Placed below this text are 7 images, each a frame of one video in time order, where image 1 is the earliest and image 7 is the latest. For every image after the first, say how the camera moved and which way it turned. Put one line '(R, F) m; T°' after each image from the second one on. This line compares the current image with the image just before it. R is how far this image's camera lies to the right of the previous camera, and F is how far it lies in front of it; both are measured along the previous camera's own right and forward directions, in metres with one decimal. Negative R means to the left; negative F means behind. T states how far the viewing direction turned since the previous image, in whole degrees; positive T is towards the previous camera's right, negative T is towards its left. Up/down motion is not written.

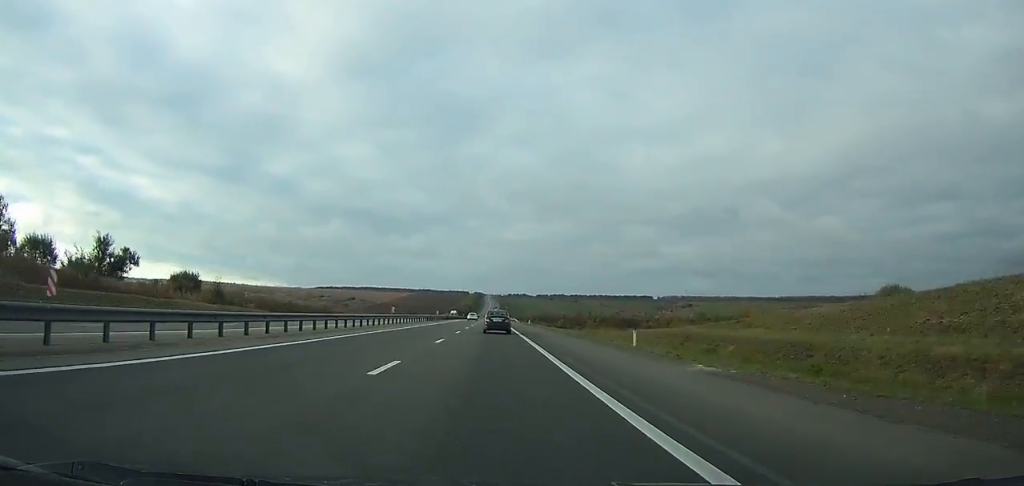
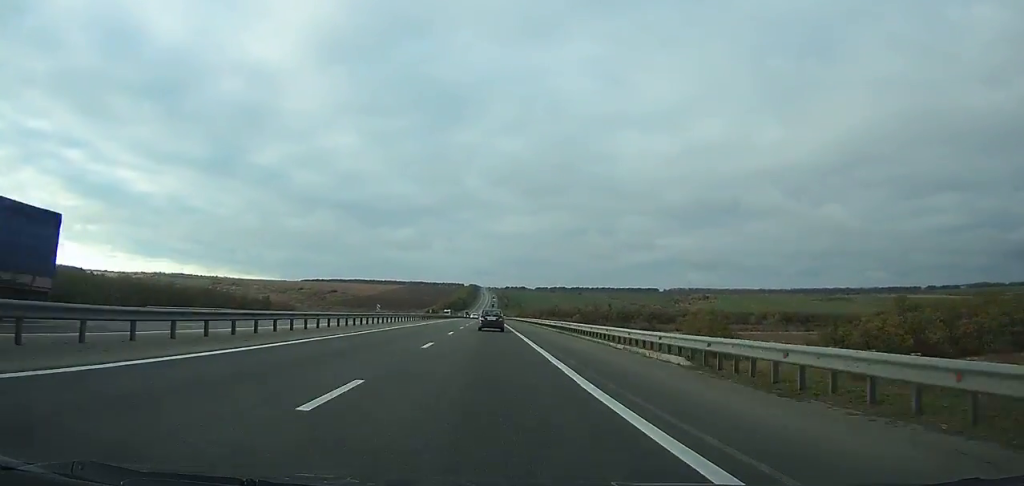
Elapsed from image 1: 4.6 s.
(+0.3, +124.1) m; 0°
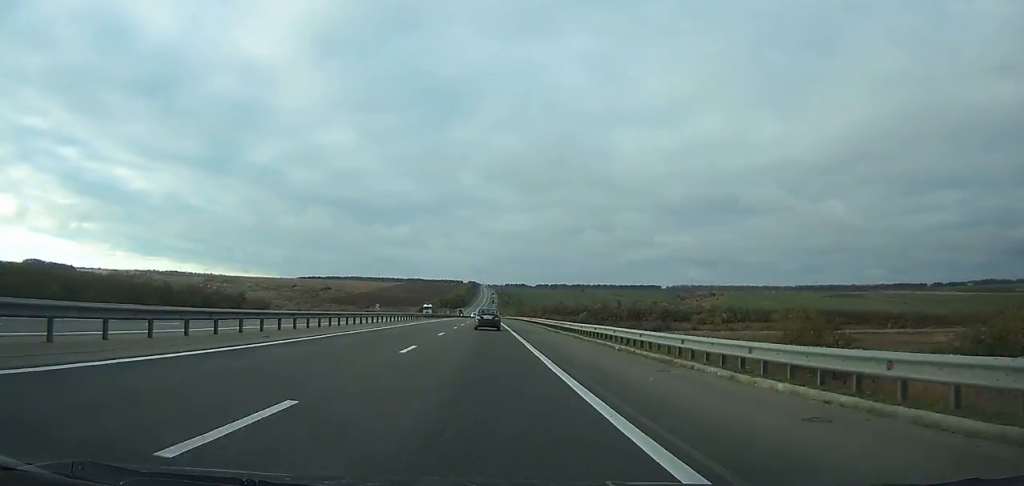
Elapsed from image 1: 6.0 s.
(-0.1, +38.5) m; 0°
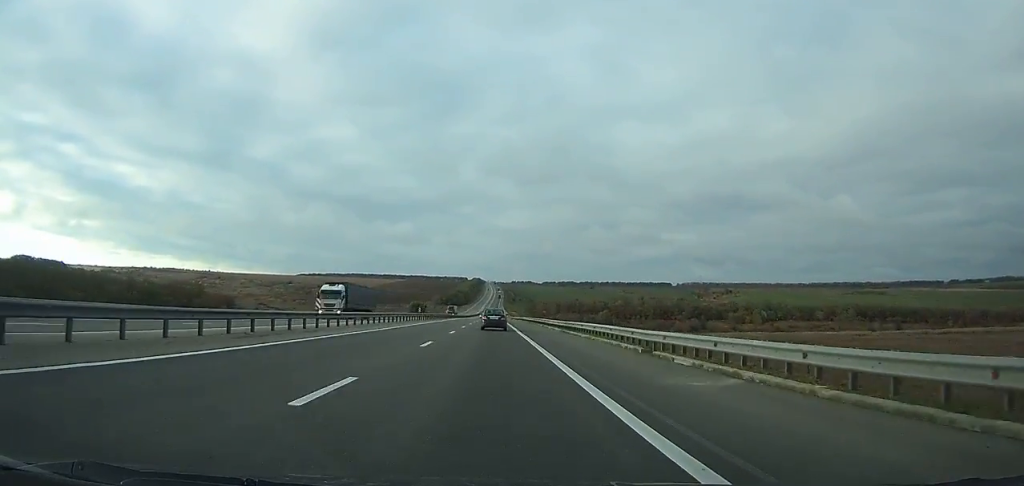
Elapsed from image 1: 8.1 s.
(-0.1, +57.6) m; 0°
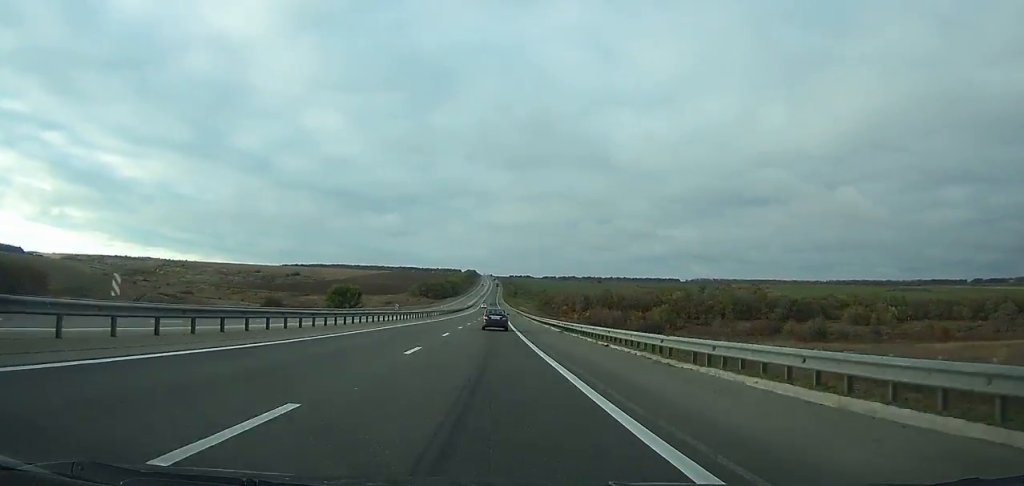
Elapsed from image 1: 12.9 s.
(+0.1, +132.3) m; 0°
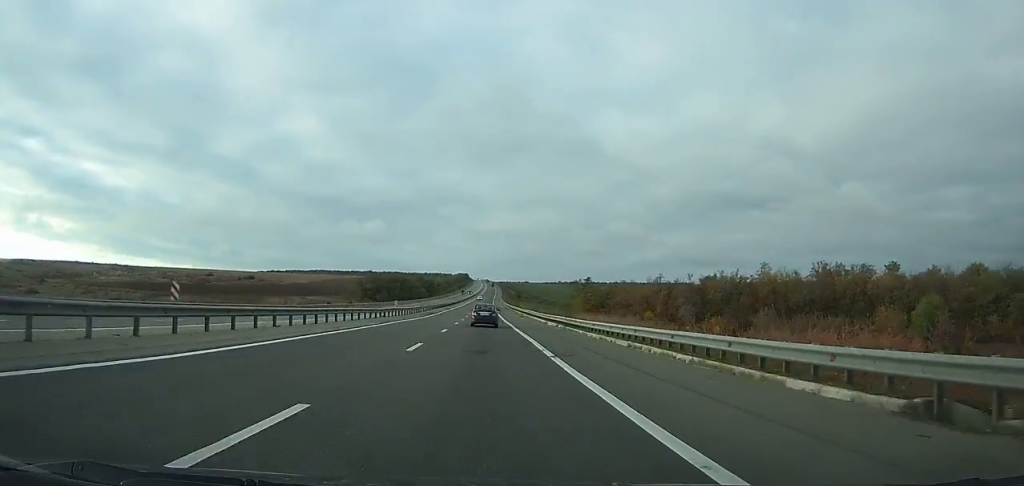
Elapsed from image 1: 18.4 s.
(+0.6, +151.1) m; 0°
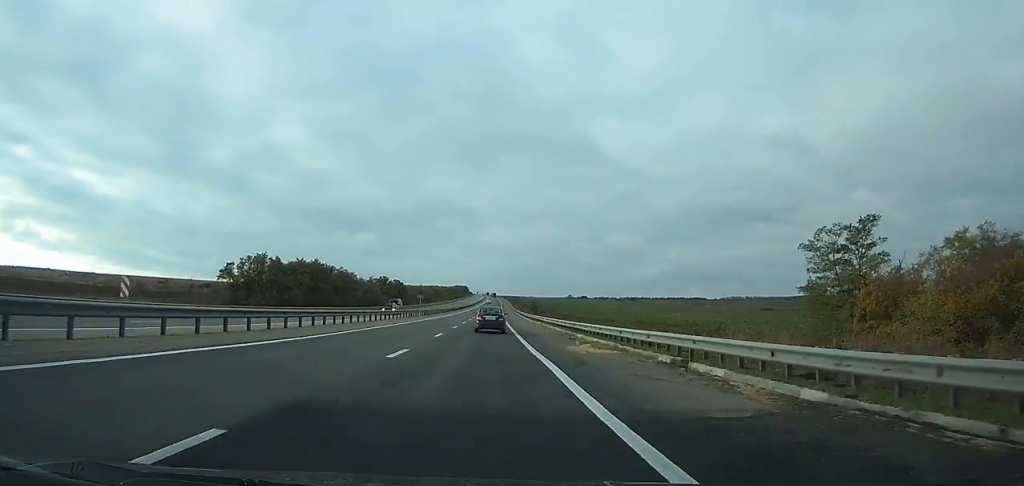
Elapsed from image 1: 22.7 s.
(-0.3, +124.2) m; 0°
